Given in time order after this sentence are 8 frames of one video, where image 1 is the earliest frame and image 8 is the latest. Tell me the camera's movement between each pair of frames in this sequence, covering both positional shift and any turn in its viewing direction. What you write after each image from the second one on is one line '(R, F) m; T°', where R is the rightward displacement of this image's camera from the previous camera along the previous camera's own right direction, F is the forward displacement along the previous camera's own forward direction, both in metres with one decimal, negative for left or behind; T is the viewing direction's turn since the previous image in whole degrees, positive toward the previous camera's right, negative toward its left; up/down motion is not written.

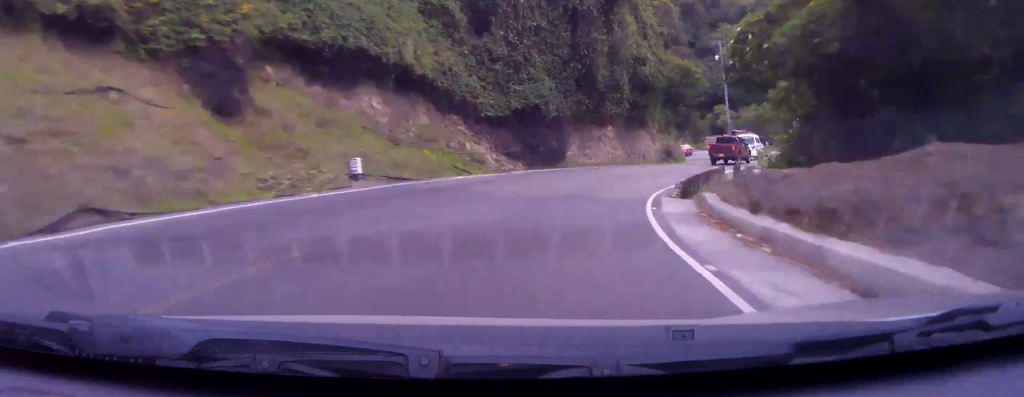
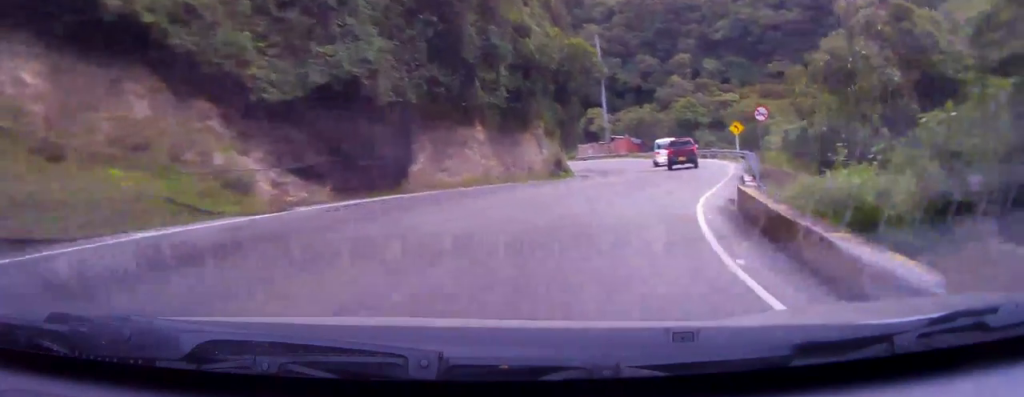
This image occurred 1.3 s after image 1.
(+1.9, +14.8) m; +18°
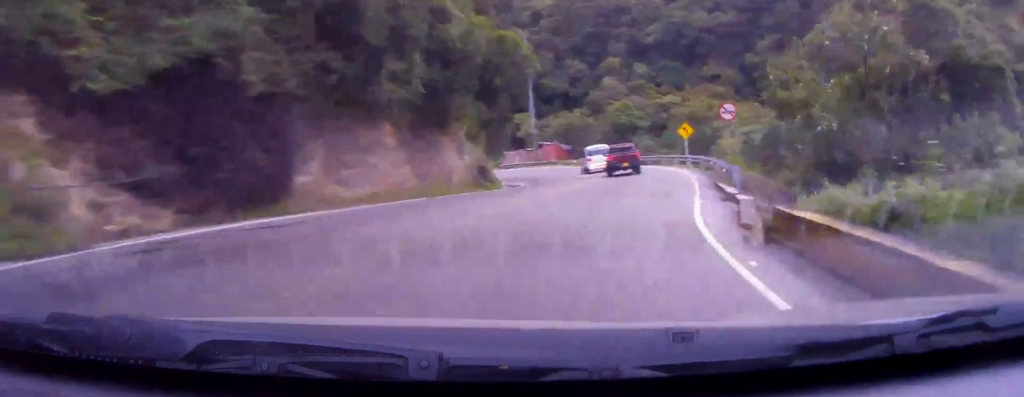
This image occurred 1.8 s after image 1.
(+0.4, +4.9) m; +5°
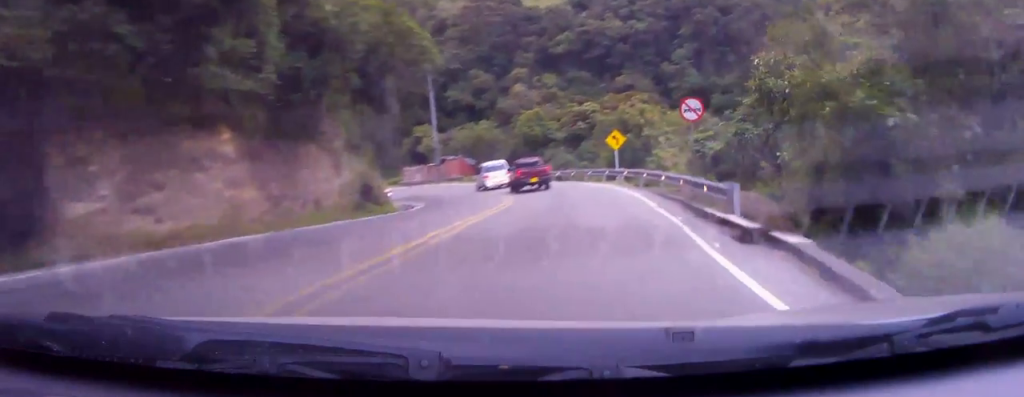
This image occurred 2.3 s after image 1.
(+0.6, +6.7) m; +6°
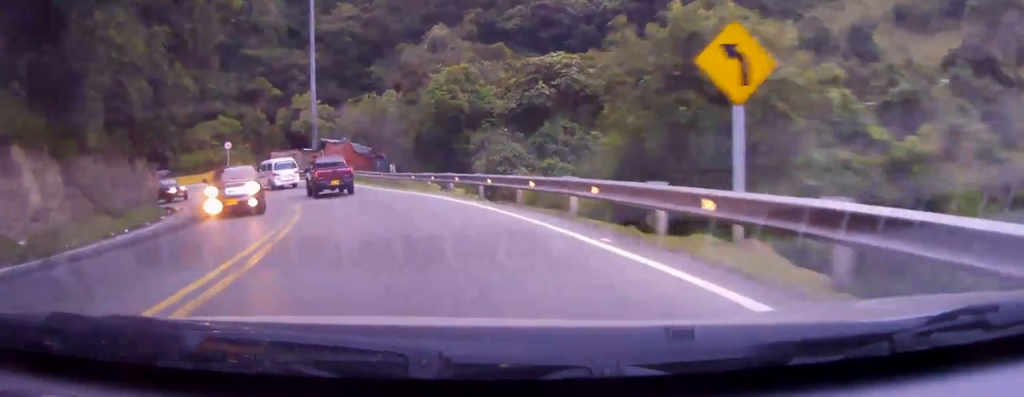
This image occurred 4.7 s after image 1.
(+3.2, +26.9) m; +5°
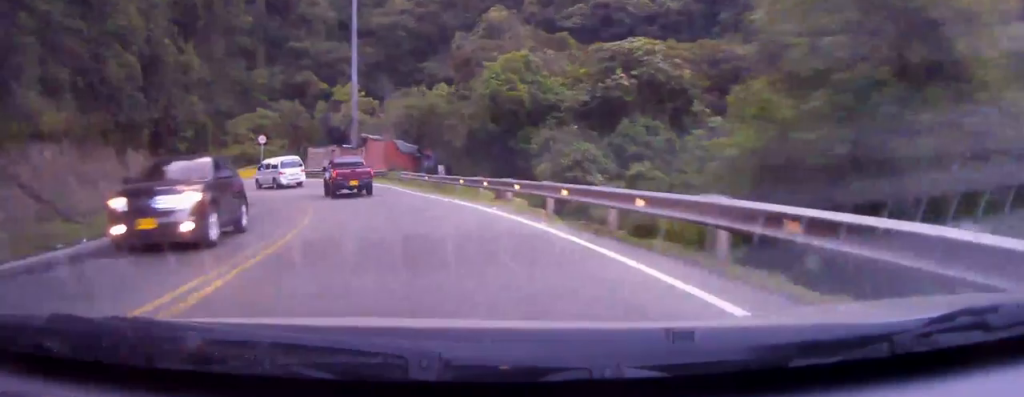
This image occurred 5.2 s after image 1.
(-0.3, +5.4) m; -8°
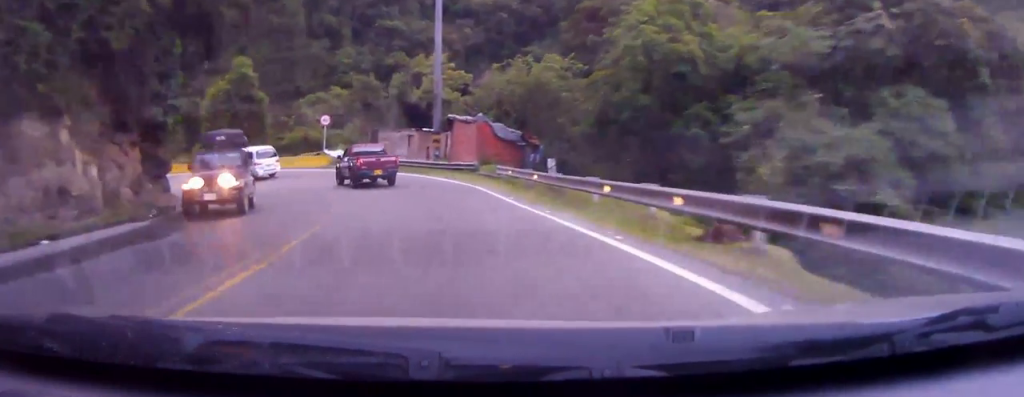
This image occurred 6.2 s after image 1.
(-1.7, +11.2) m; -11°
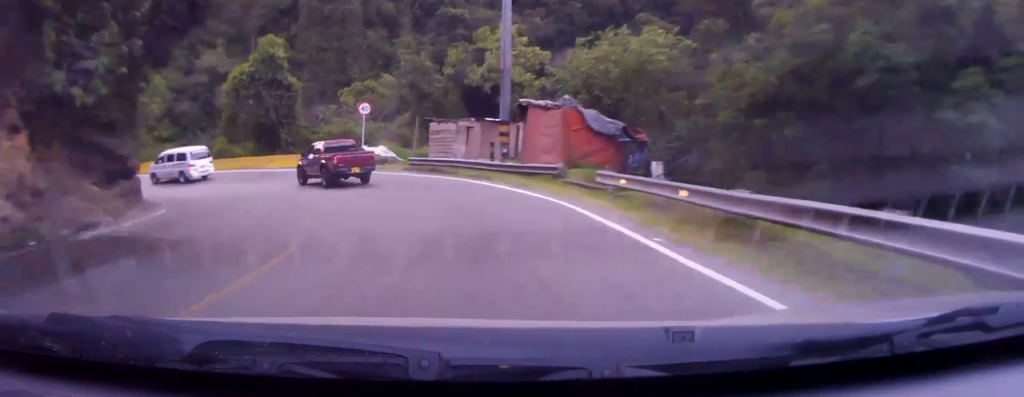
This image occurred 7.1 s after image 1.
(-0.2, +9.0) m; -6°
